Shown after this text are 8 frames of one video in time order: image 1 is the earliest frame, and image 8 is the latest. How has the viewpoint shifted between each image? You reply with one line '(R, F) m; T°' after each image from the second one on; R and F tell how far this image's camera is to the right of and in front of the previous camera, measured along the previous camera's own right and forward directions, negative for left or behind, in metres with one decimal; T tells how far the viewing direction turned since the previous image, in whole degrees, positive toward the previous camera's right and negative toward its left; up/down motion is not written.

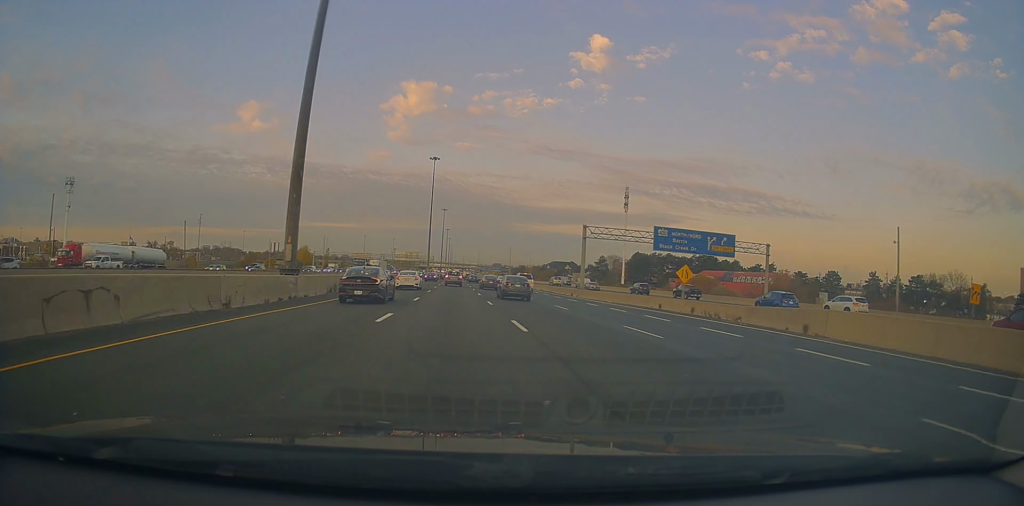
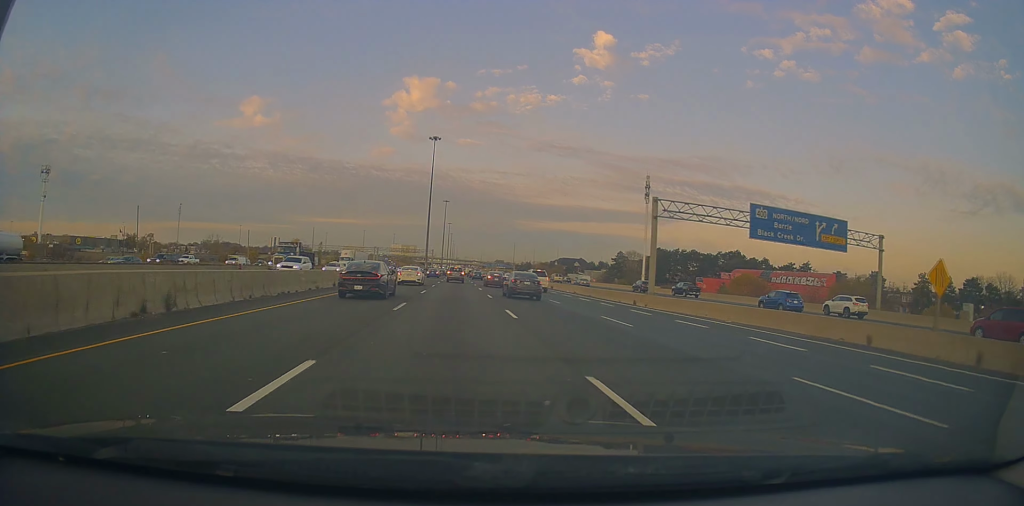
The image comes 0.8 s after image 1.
(-0.5, +21.4) m; -1°
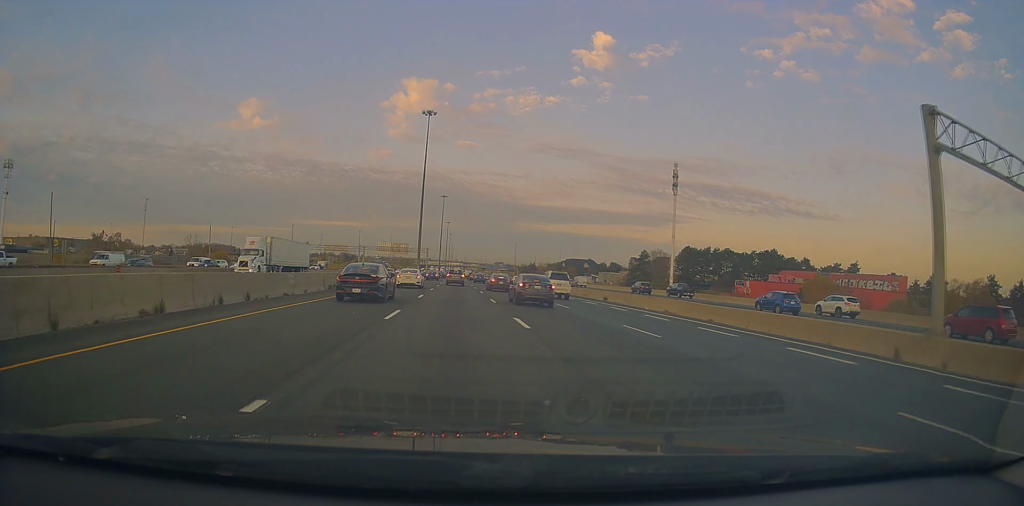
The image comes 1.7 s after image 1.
(-0.2, +26.5) m; 0°
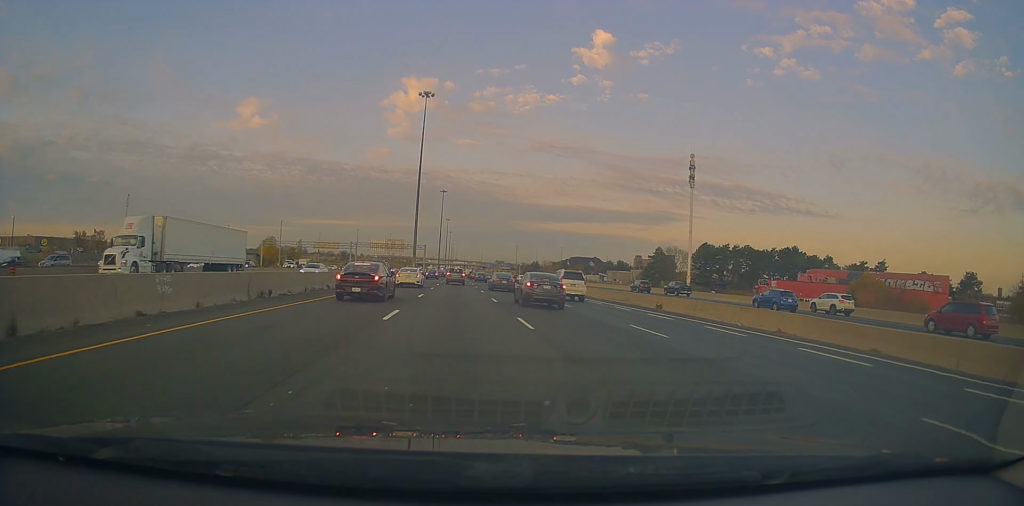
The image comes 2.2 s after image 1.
(0.0, +12.6) m; 0°
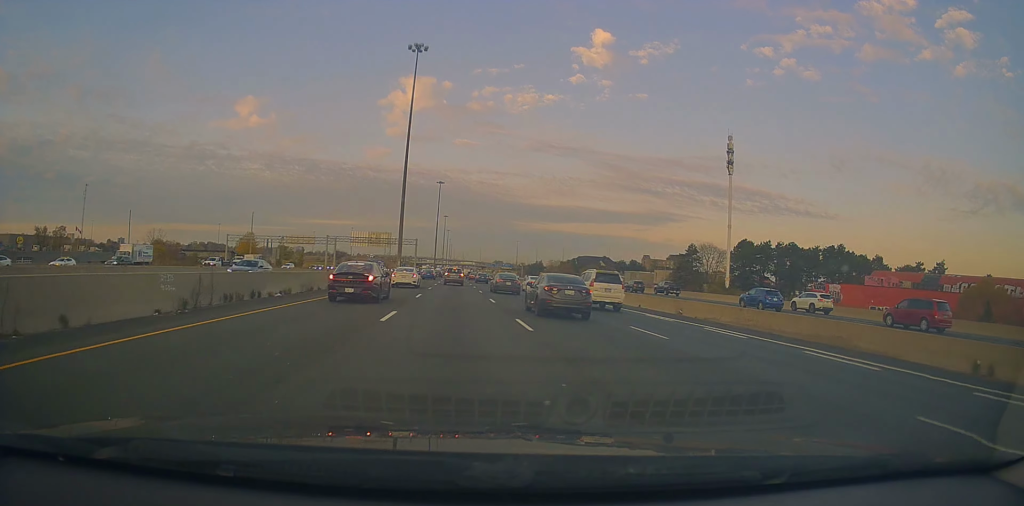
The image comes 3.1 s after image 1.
(+0.3, +24.5) m; -1°
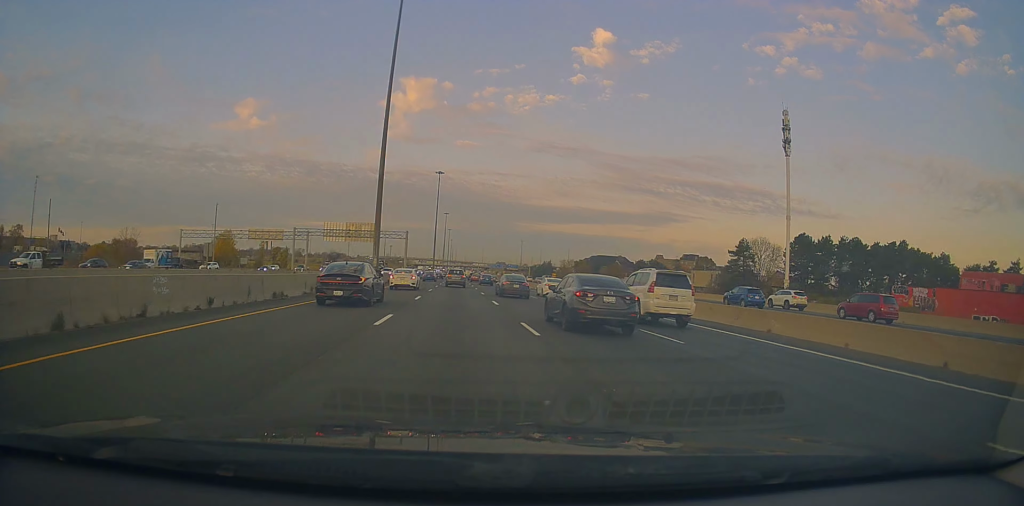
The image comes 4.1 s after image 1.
(-0.9, +25.4) m; 0°
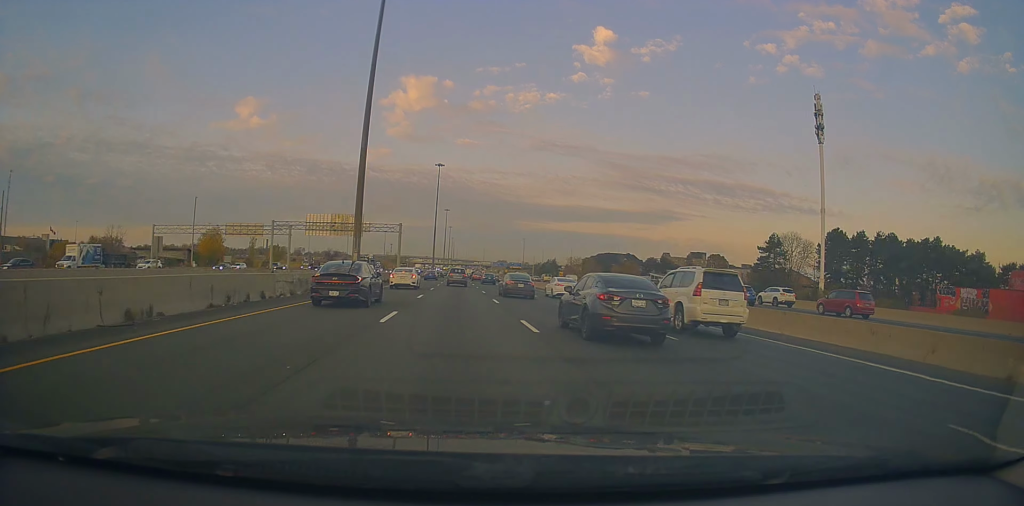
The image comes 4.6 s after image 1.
(+0.4, +11.6) m; +1°
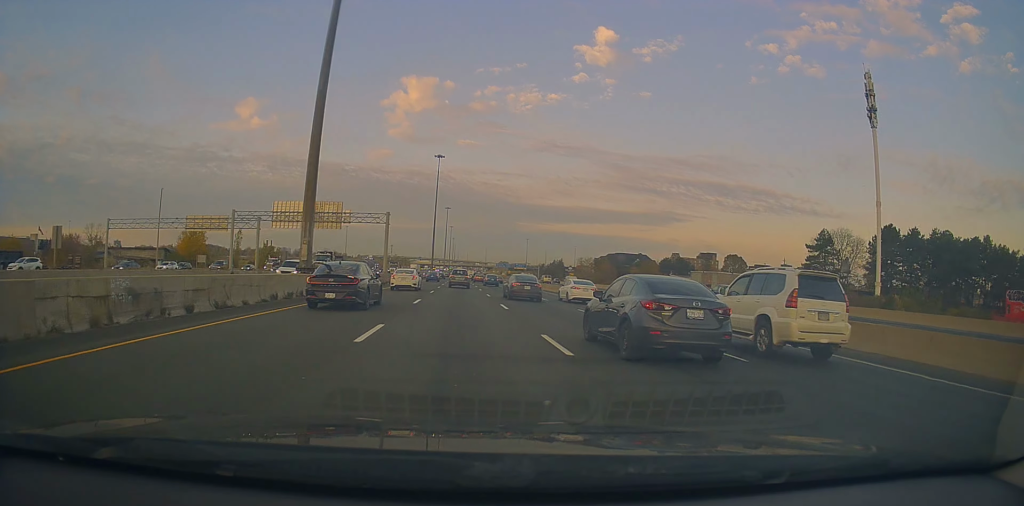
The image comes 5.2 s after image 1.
(+0.2, +15.6) m; +1°
